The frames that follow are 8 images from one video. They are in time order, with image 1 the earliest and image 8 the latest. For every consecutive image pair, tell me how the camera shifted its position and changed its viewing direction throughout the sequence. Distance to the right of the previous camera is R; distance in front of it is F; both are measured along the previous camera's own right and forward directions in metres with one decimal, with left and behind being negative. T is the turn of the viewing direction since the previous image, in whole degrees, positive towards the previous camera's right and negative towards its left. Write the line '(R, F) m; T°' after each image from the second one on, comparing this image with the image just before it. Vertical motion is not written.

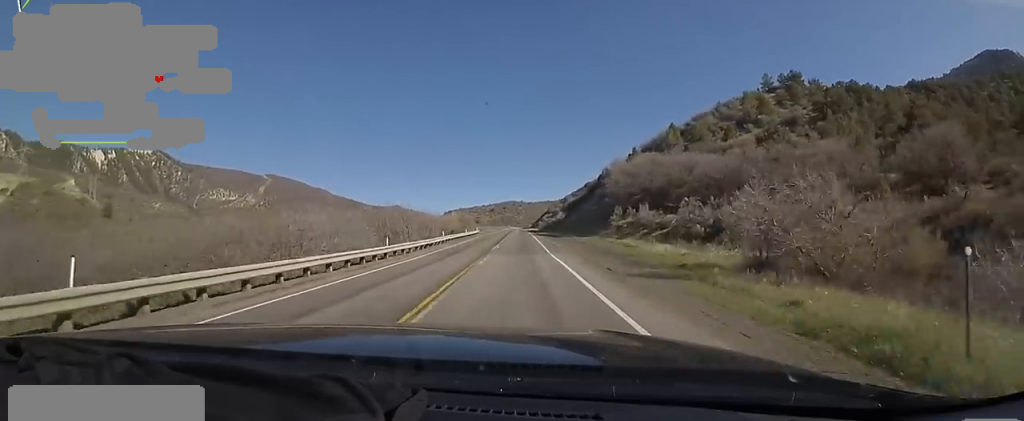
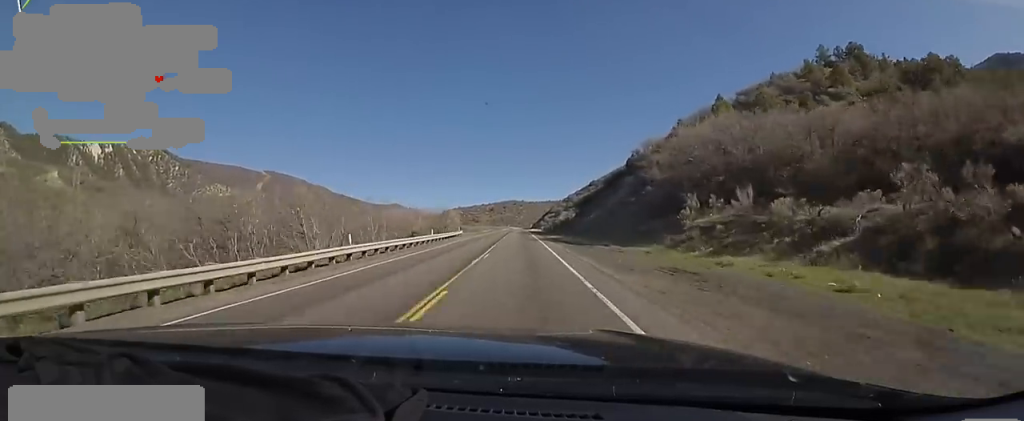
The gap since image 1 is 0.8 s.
(+0.7, +24.3) m; +1°
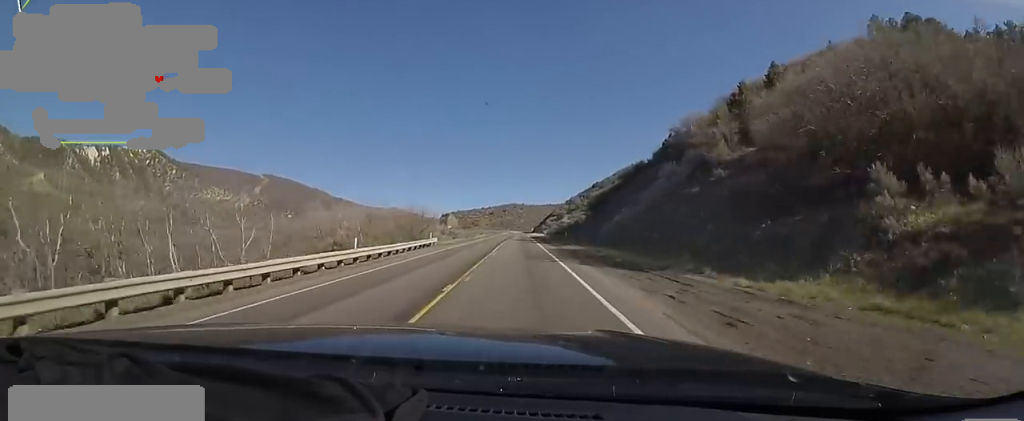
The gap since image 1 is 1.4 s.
(+0.2, +18.2) m; +1°
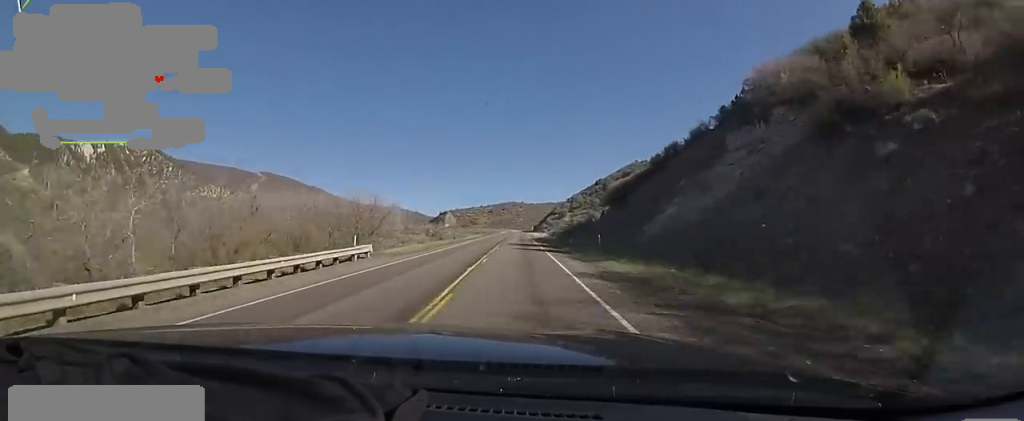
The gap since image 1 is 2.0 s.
(0.0, +18.2) m; 0°
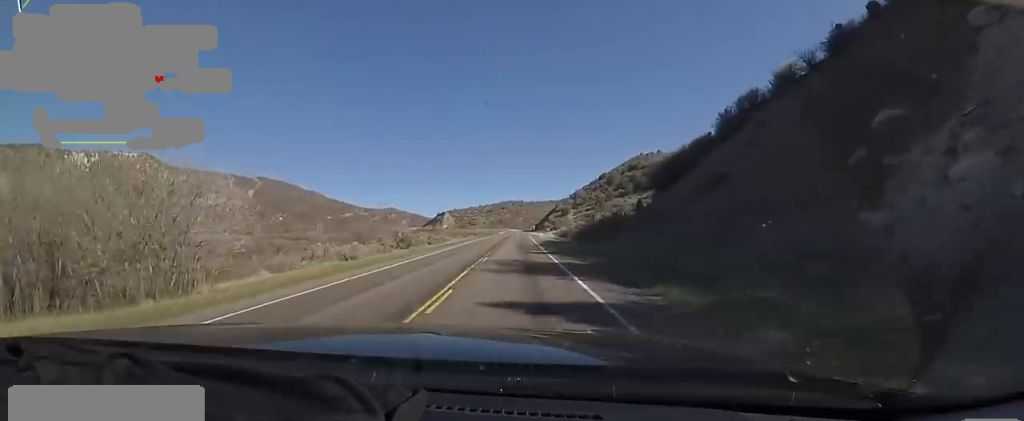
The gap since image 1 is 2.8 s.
(0.0, +23.2) m; 0°
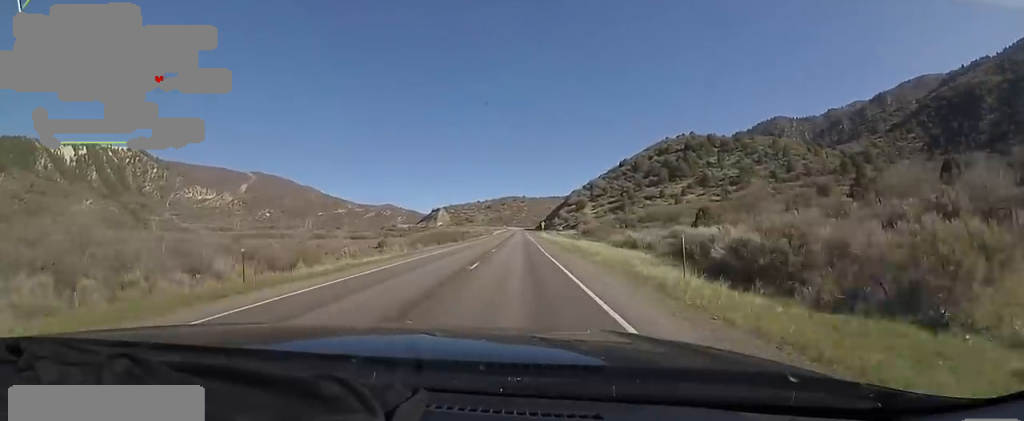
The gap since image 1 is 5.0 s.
(0.0, +68.8) m; -2°
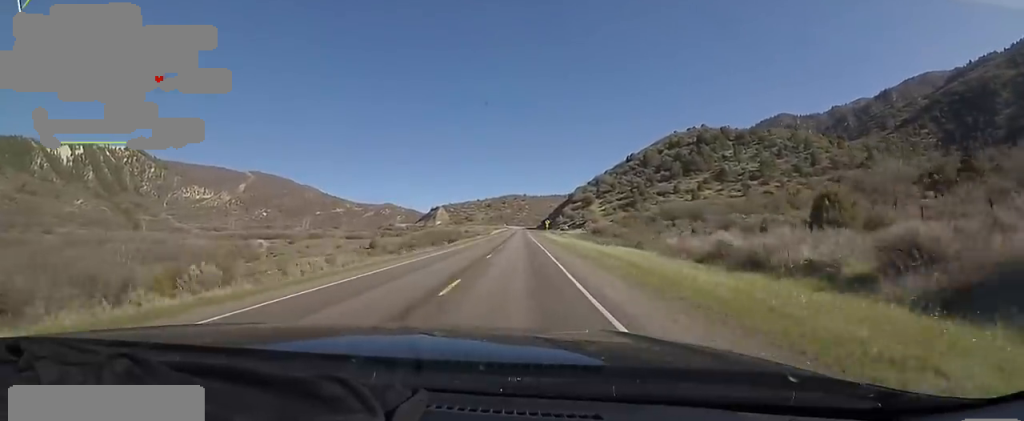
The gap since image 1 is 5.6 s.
(-0.6, +18.3) m; 0°
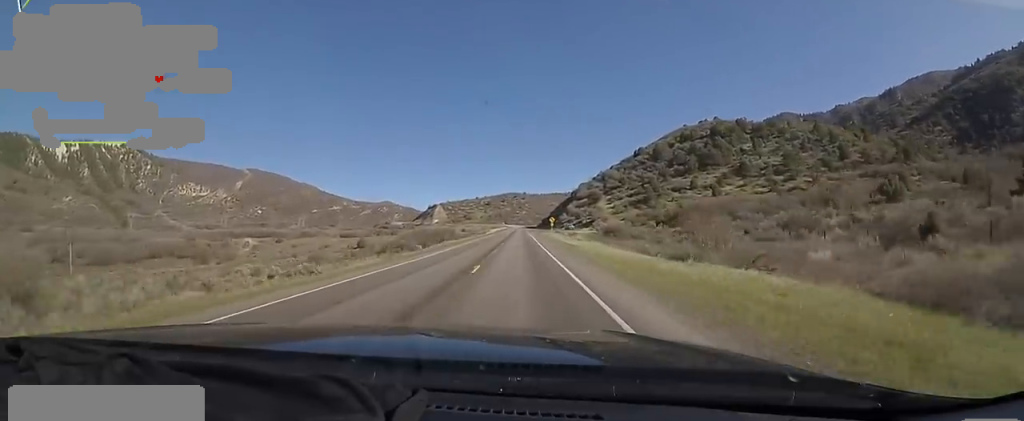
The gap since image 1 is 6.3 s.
(-0.3, +19.4) m; 0°
